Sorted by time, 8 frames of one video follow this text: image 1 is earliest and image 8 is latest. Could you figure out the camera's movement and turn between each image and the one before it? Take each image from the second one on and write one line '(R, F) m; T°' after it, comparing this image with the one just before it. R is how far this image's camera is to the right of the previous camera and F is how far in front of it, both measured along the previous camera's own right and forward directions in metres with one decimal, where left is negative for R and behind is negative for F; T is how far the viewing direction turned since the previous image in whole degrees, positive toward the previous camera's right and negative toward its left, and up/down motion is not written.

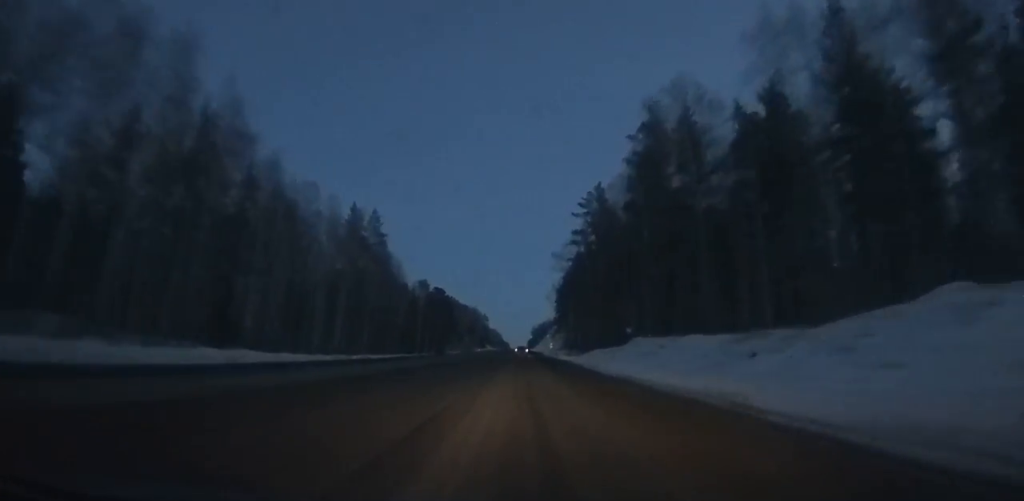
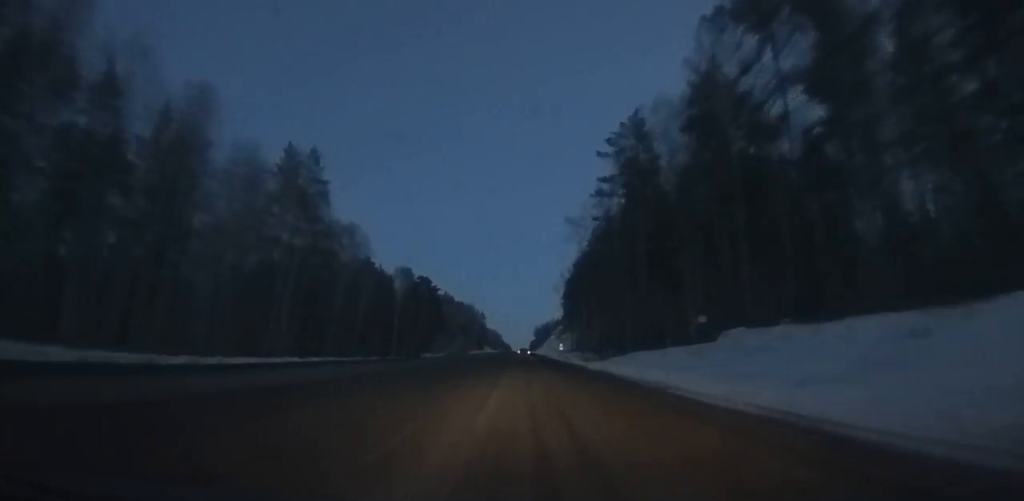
(0.0, +27.2) m; 0°
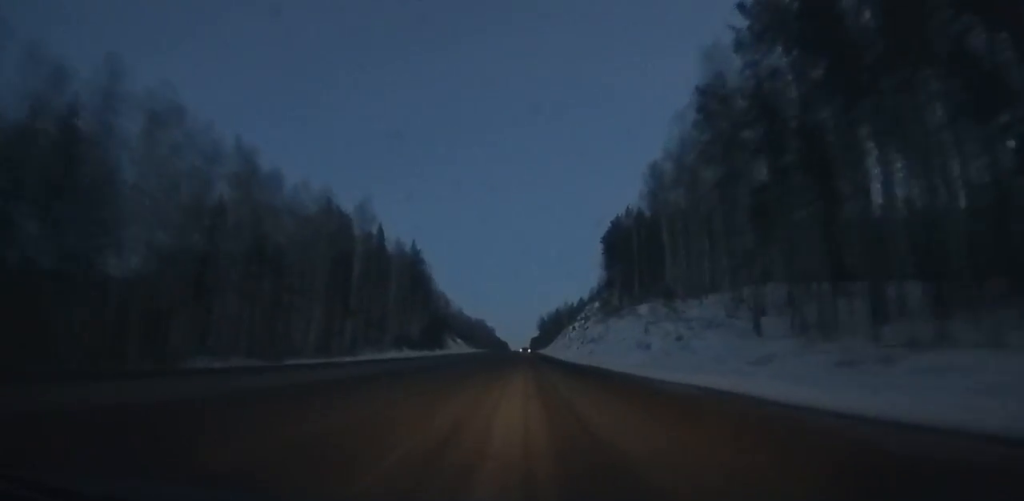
(-0.6, +133.5) m; 0°
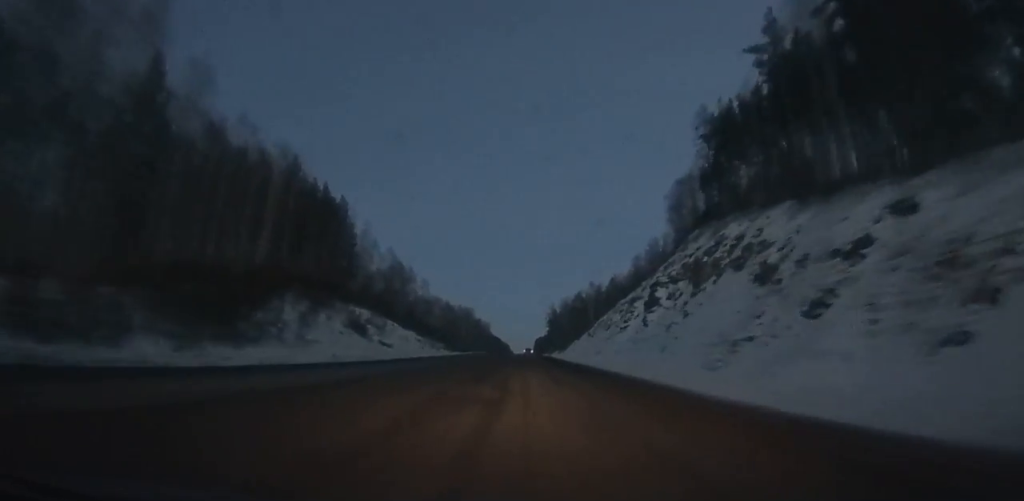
(-0.2, +99.6) m; 0°
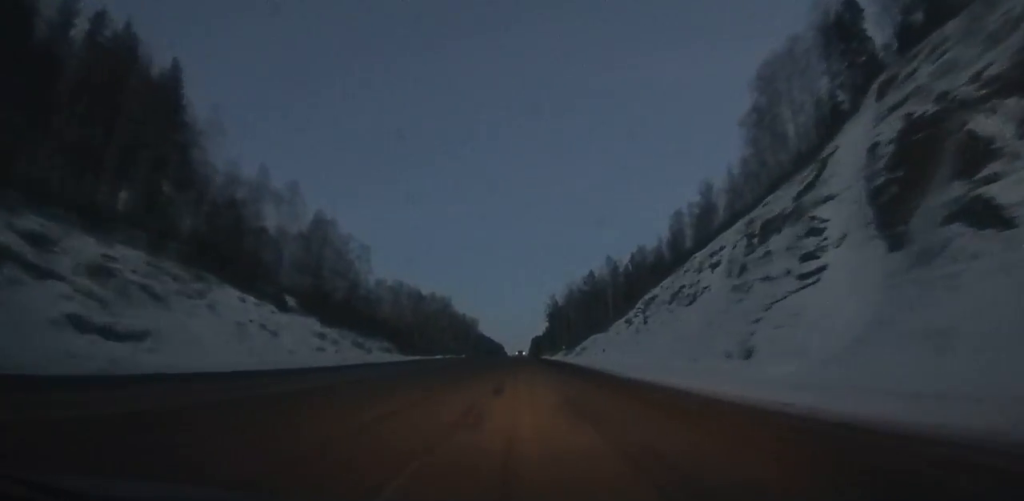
(0.0, +55.1) m; 0°
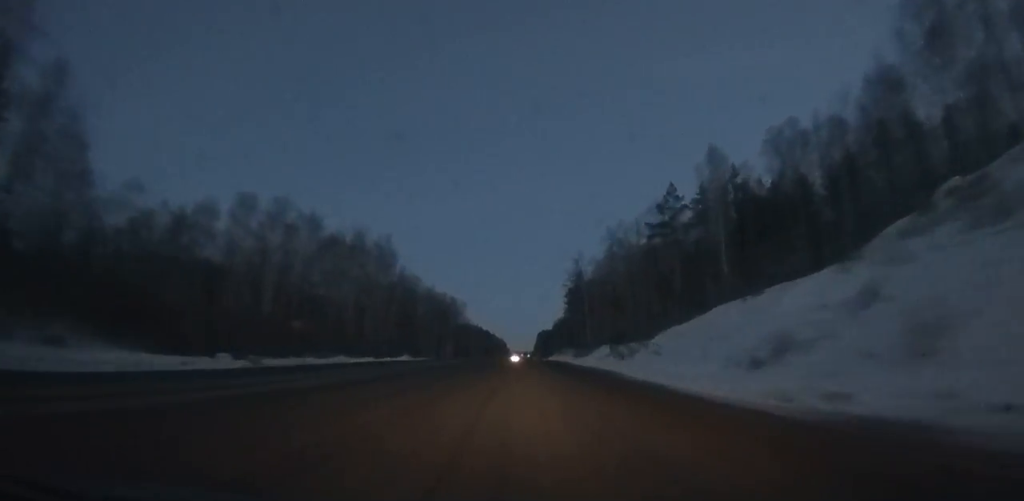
(+0.1, +82.2) m; 0°
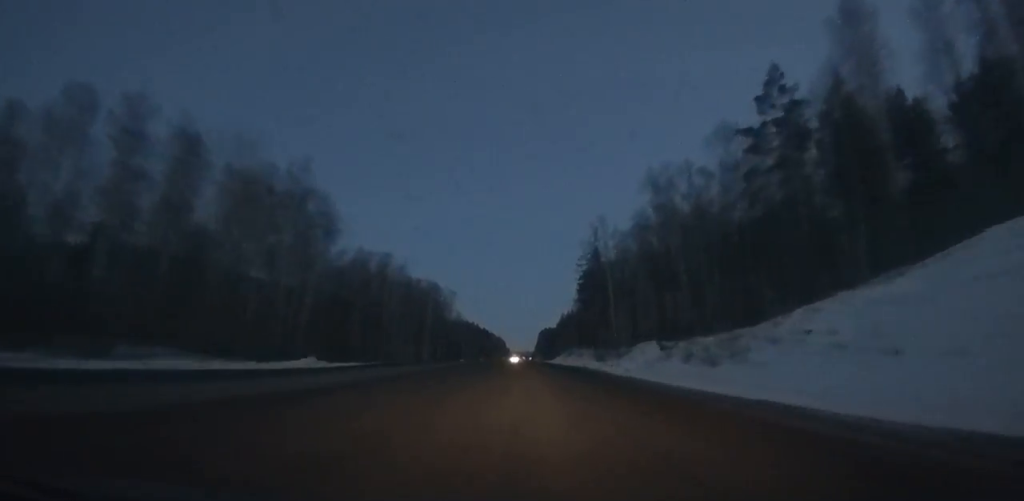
(0.0, +33.8) m; 0°
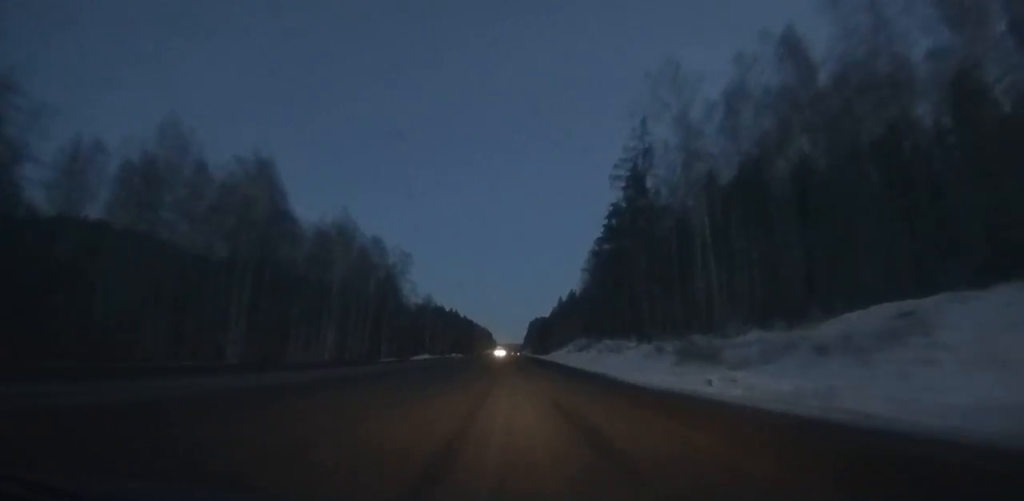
(+0.3, +53.3) m; 0°
